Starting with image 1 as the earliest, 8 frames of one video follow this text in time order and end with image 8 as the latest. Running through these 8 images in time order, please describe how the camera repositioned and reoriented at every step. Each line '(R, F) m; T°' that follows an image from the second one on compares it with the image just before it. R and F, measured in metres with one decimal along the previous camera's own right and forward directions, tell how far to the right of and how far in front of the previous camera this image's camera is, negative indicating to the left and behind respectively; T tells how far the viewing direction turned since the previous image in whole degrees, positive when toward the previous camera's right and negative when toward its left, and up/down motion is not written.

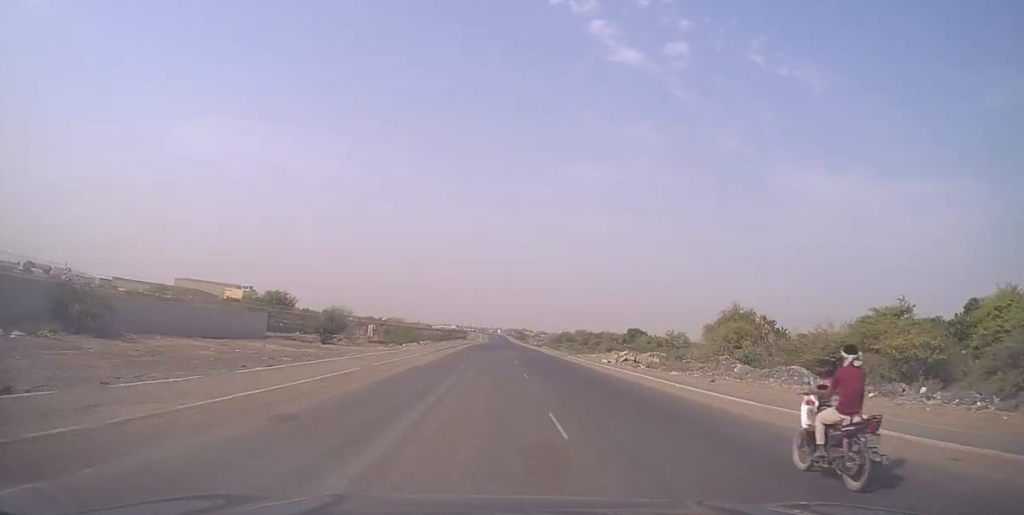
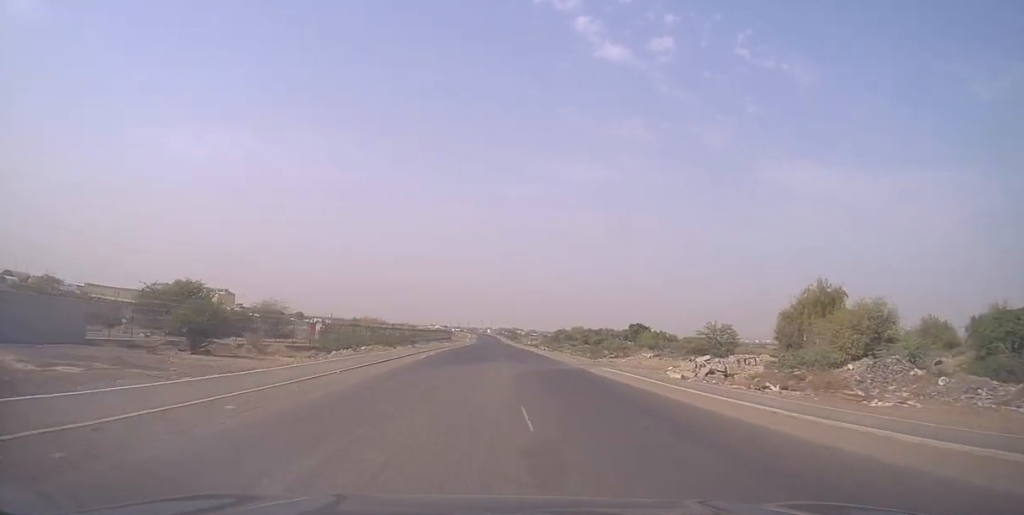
(+0.2, +23.8) m; +1°
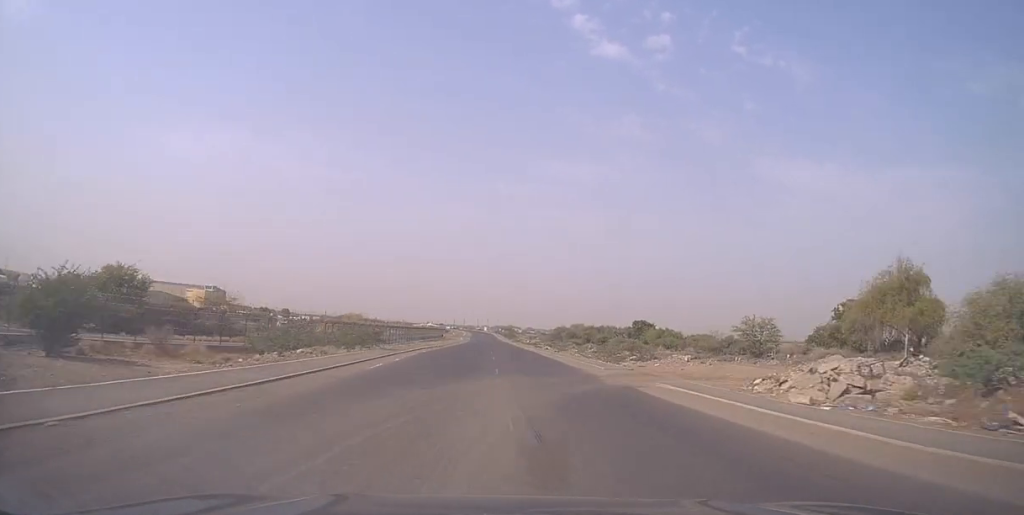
(0.0, +15.0) m; 0°
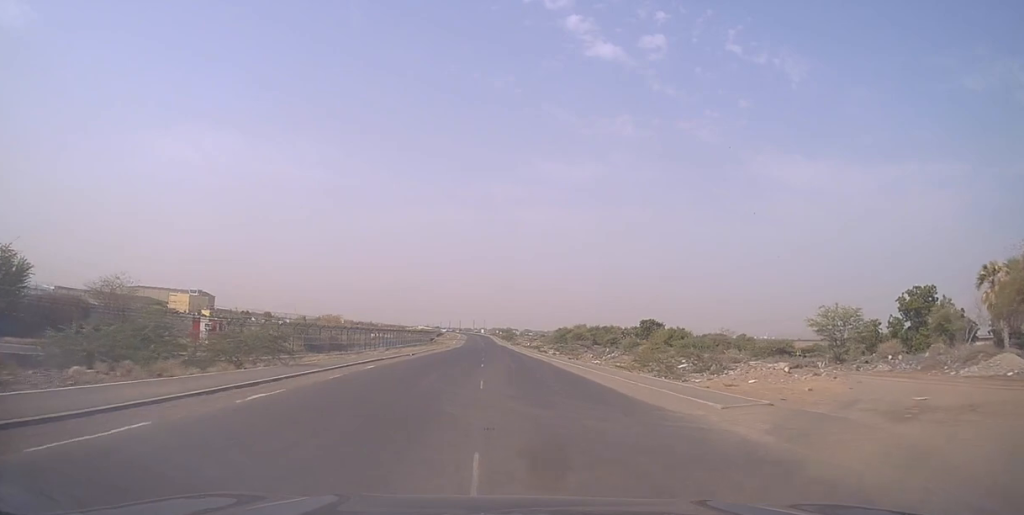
(0.0, +19.3) m; 0°
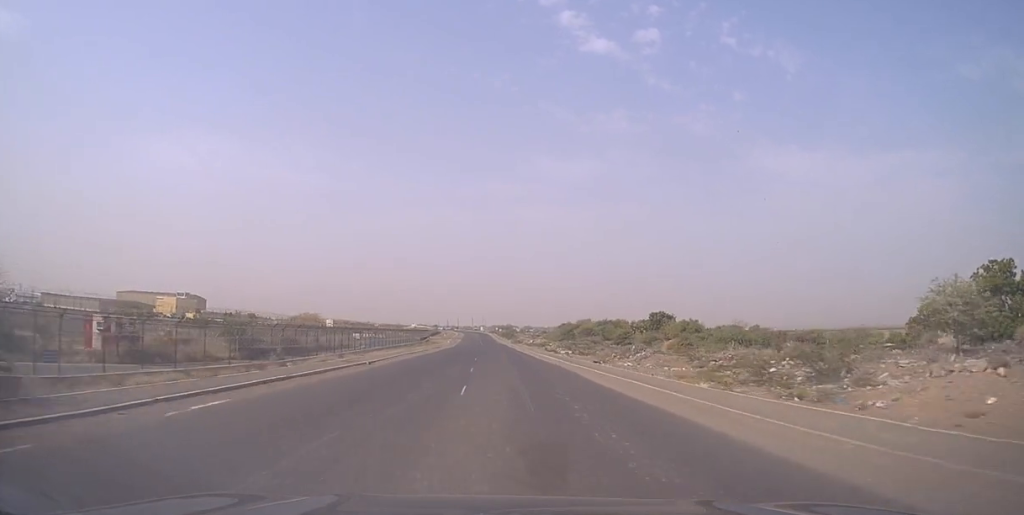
(0.0, +16.1) m; 0°
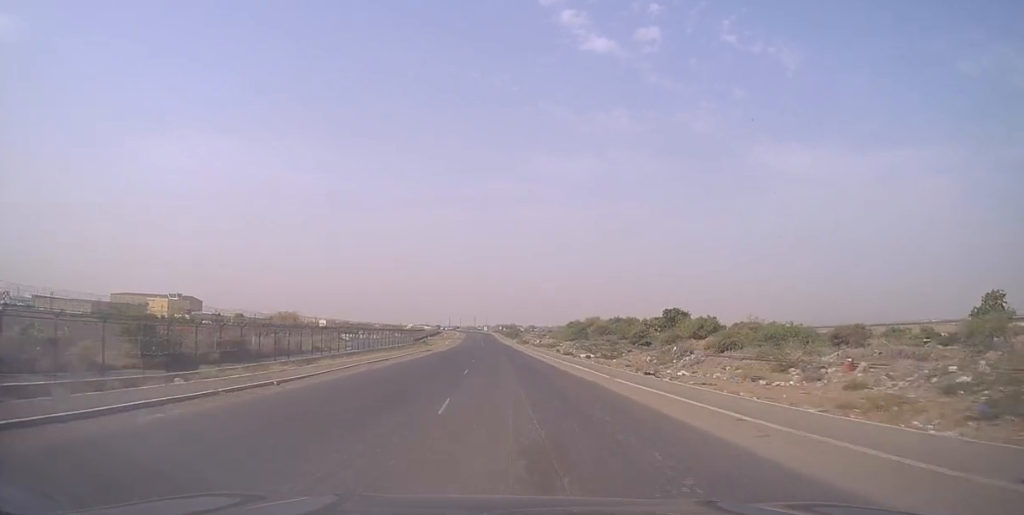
(0.0, +14.4) m; 0°
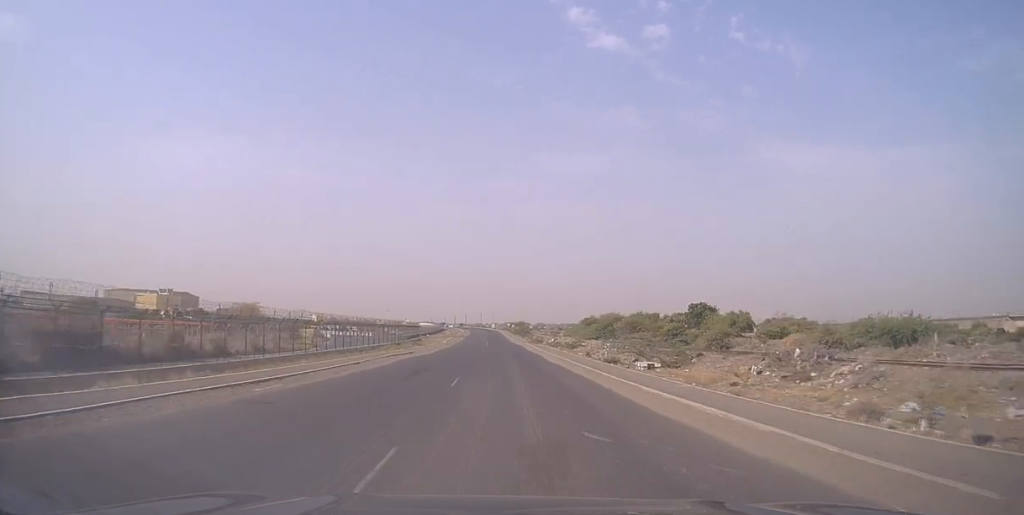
(0.0, +20.6) m; 0°
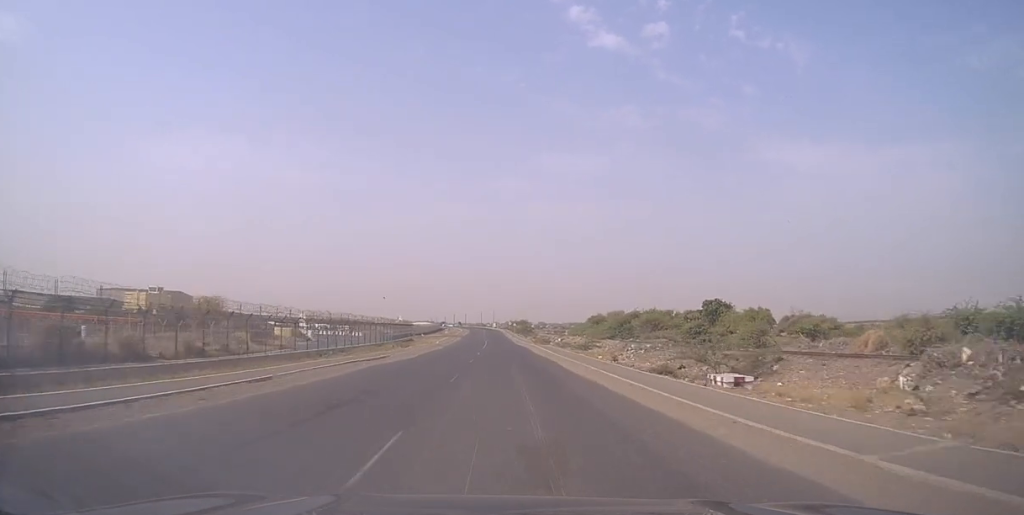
(-0.1, +12.3) m; 0°
